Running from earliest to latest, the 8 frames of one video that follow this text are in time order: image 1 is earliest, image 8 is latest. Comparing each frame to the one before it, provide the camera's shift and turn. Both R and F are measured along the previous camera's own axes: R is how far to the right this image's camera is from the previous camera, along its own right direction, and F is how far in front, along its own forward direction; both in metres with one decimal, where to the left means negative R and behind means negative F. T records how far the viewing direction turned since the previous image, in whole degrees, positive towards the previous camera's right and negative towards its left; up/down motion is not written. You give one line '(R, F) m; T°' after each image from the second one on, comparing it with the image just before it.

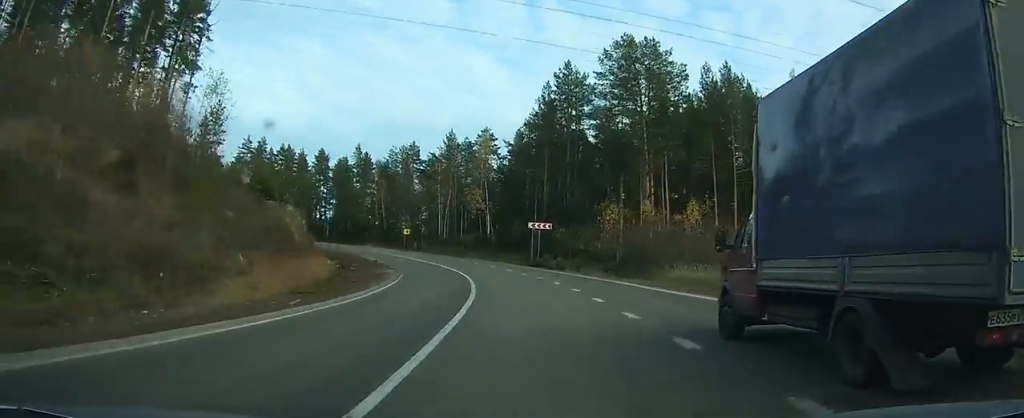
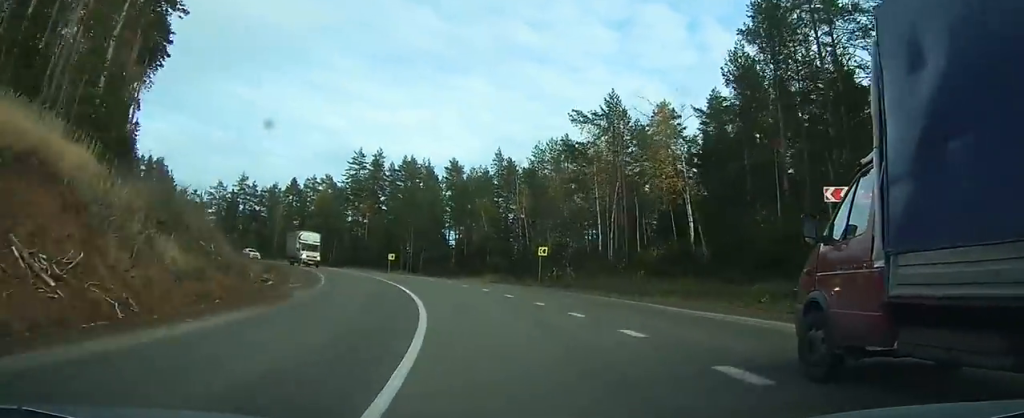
(-2.0, +41.9) m; -7°
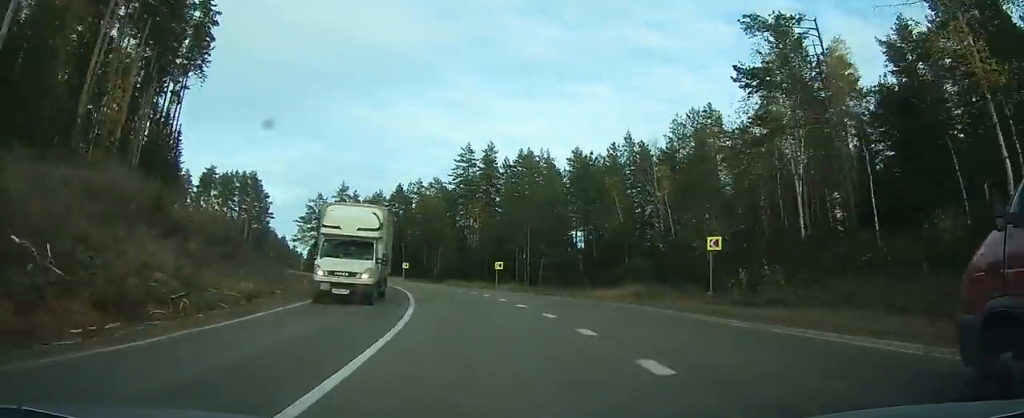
(-1.4, +19.5) m; -8°
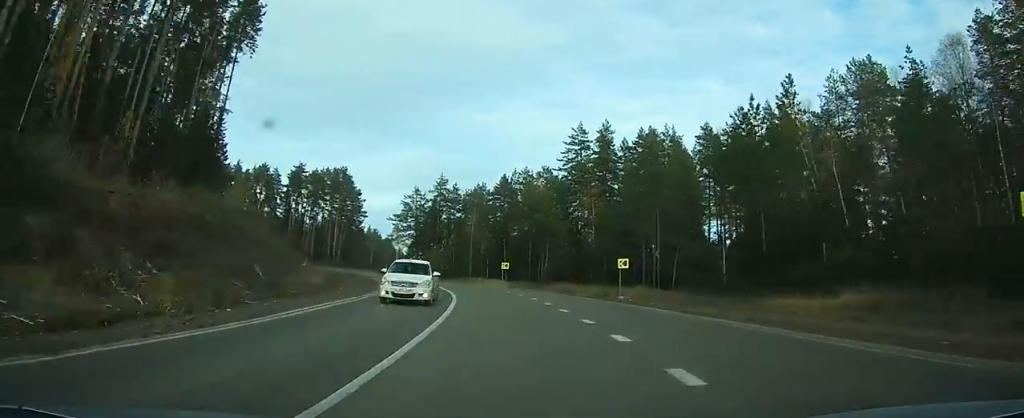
(-0.1, +16.9) m; -8°
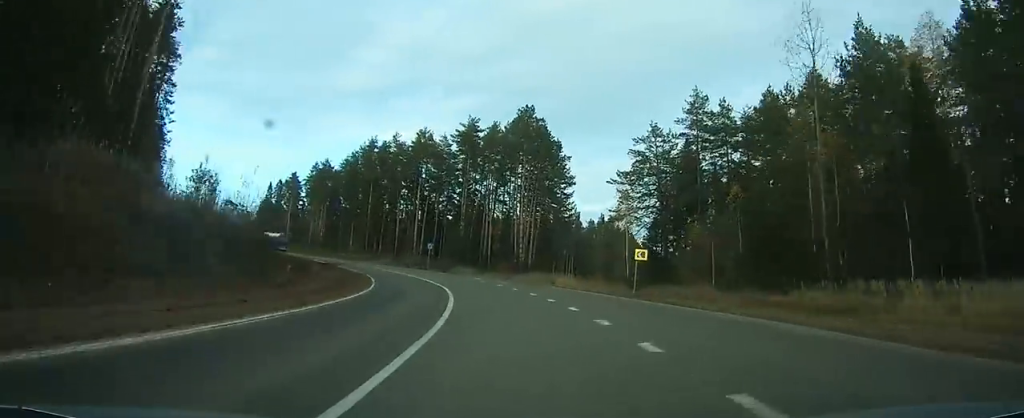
(-18.6, +56.9) m; -37°
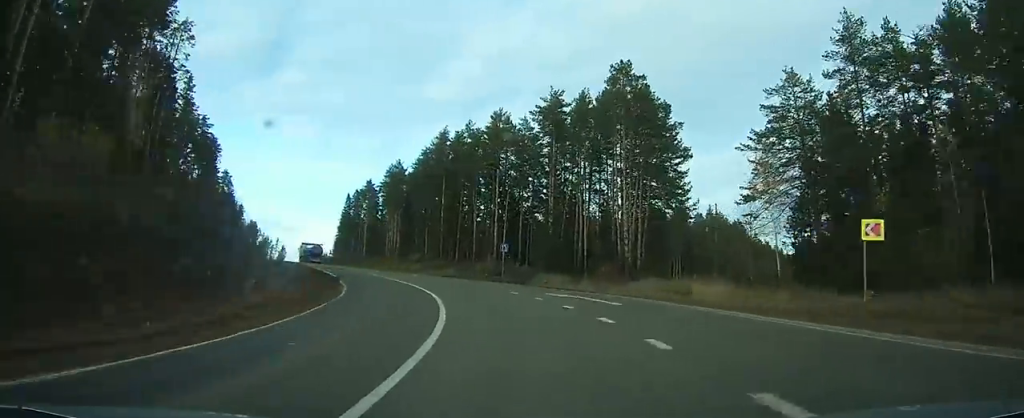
(-2.9, +20.8) m; -11°
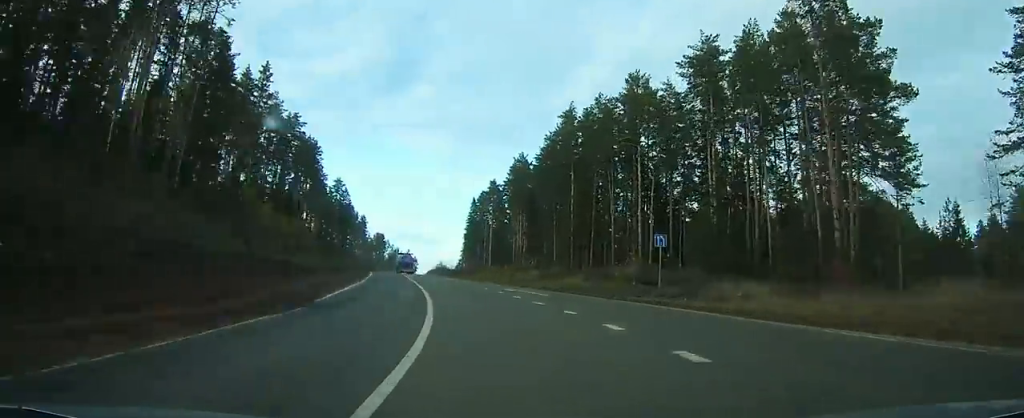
(-2.1, +22.8) m; -12°
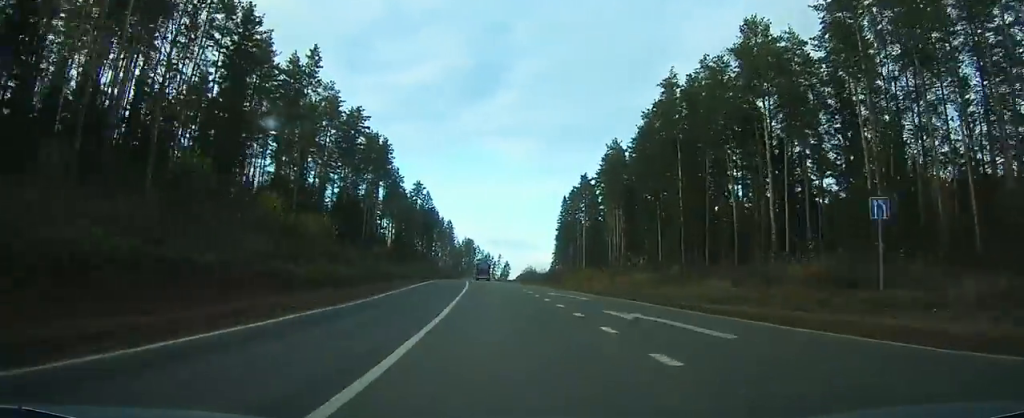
(-1.2, +18.1) m; -9°
